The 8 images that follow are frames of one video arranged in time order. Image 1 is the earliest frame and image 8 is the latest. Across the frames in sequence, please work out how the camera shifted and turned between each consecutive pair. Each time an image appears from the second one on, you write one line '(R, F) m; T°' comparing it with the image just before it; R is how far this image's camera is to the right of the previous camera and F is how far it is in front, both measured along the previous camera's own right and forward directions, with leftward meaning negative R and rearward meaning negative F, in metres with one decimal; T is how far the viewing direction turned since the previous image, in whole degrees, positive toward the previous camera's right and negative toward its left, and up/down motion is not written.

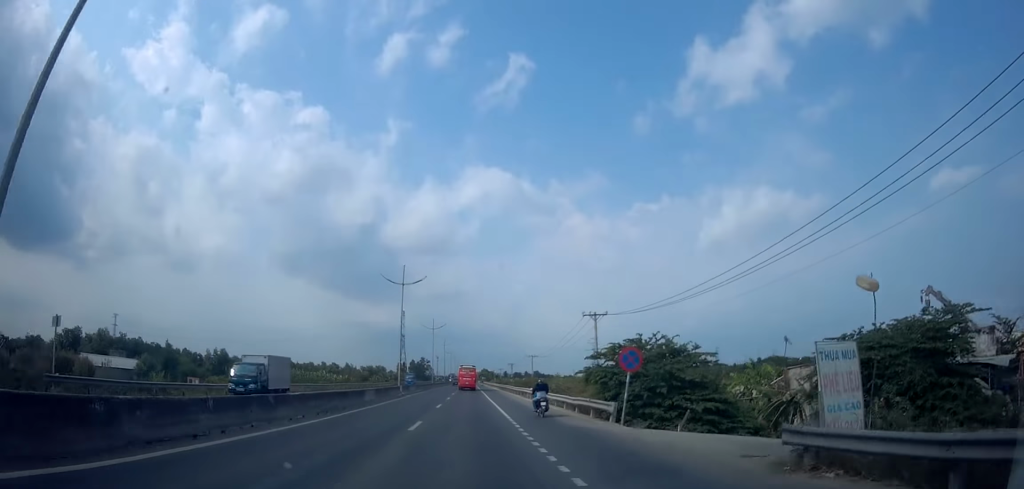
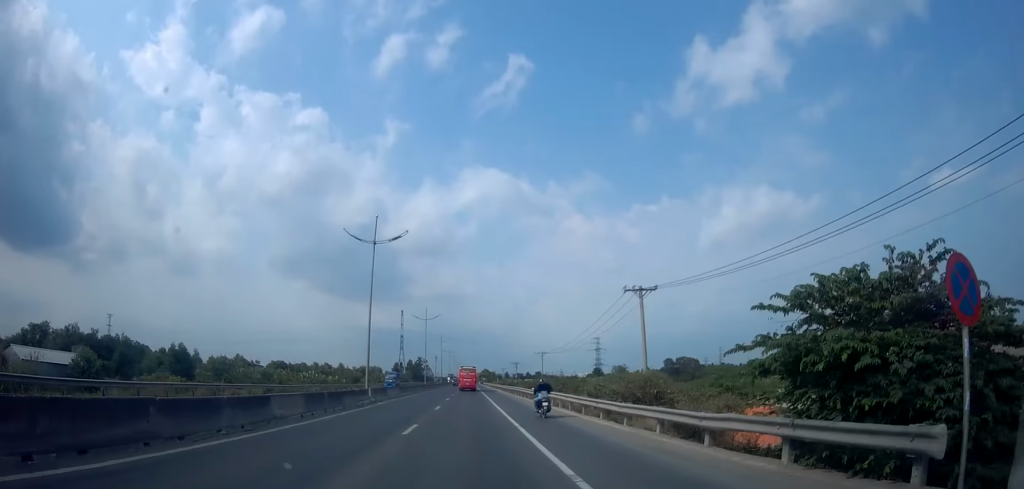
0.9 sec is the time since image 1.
(-0.5, +13.5) m; 0°
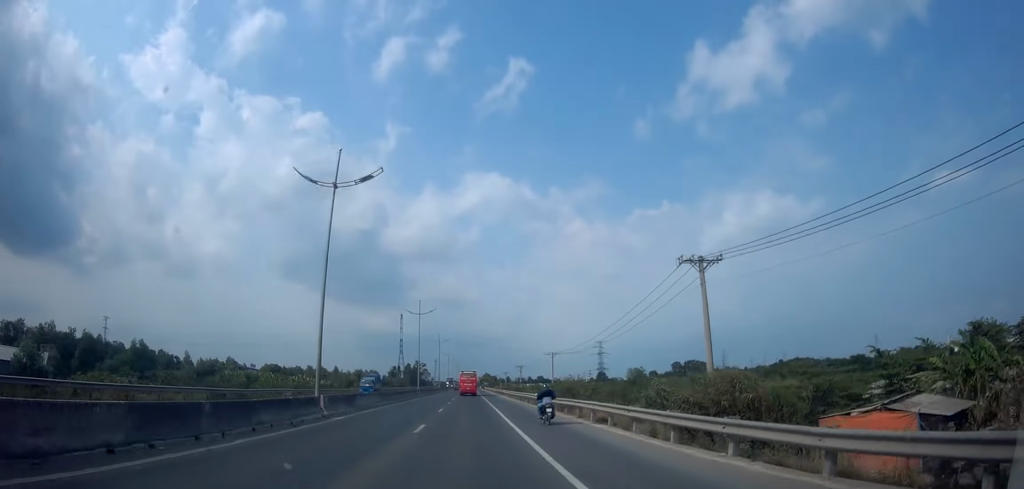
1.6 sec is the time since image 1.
(+0.5, +10.5) m; +2°
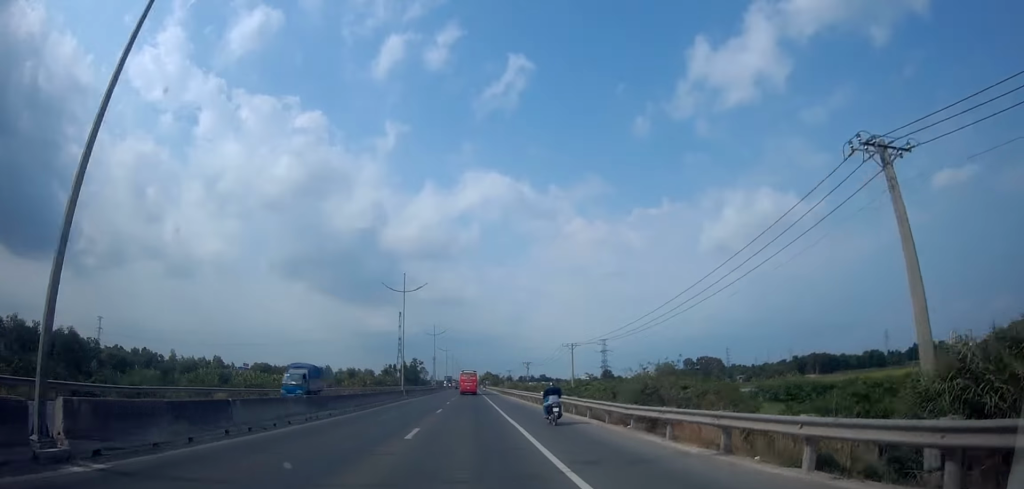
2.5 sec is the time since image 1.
(+0.1, +14.4) m; +2°
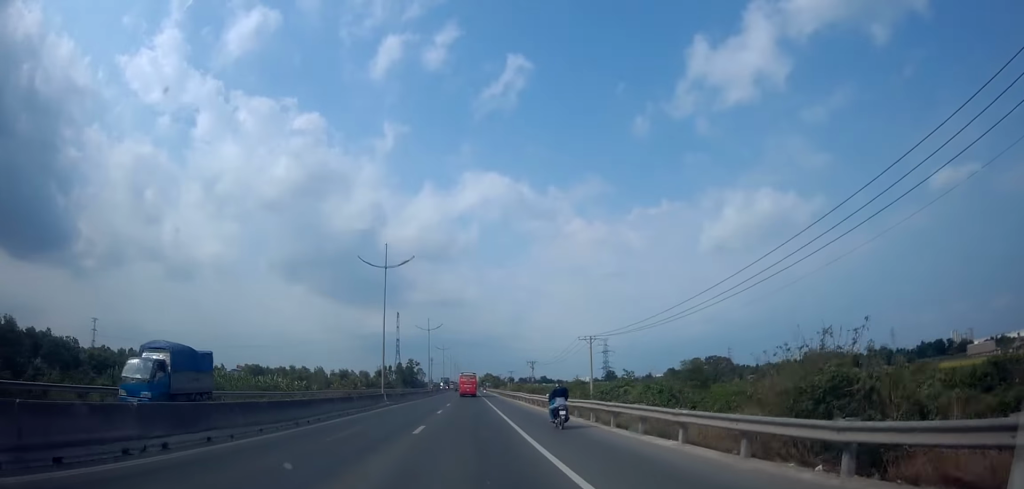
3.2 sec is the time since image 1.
(+0.3, +10.3) m; 0°
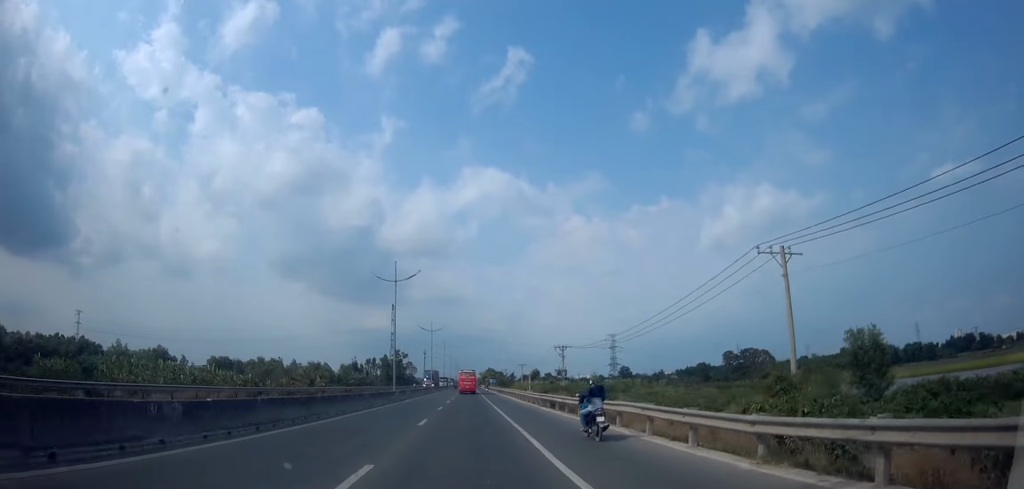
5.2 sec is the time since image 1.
(-0.9, +34.0) m; -4°
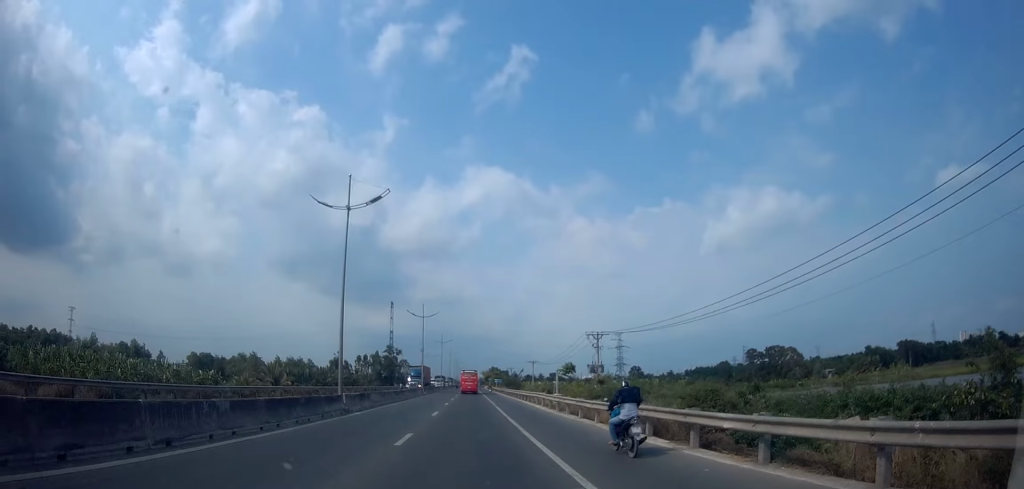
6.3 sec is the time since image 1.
(0.0, +17.9) m; 0°
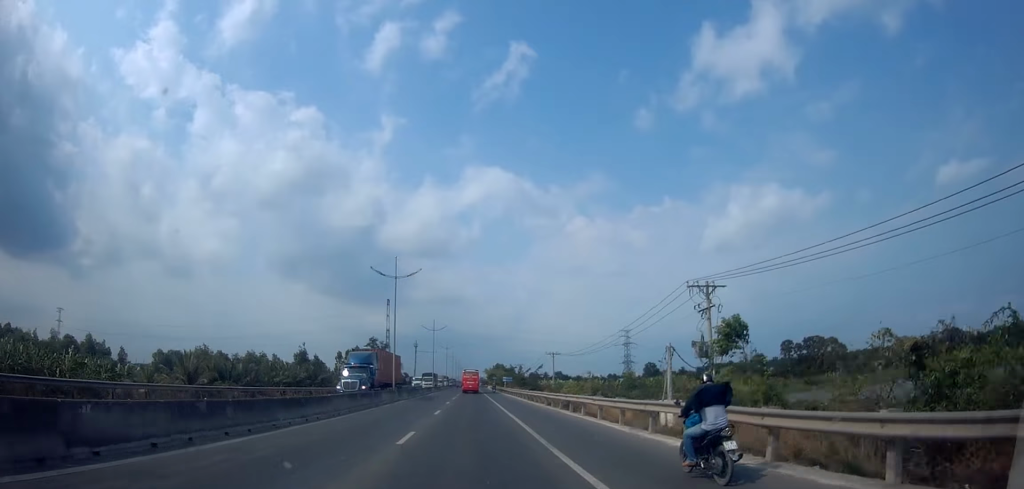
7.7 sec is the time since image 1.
(-0.1, +24.2) m; 0°
